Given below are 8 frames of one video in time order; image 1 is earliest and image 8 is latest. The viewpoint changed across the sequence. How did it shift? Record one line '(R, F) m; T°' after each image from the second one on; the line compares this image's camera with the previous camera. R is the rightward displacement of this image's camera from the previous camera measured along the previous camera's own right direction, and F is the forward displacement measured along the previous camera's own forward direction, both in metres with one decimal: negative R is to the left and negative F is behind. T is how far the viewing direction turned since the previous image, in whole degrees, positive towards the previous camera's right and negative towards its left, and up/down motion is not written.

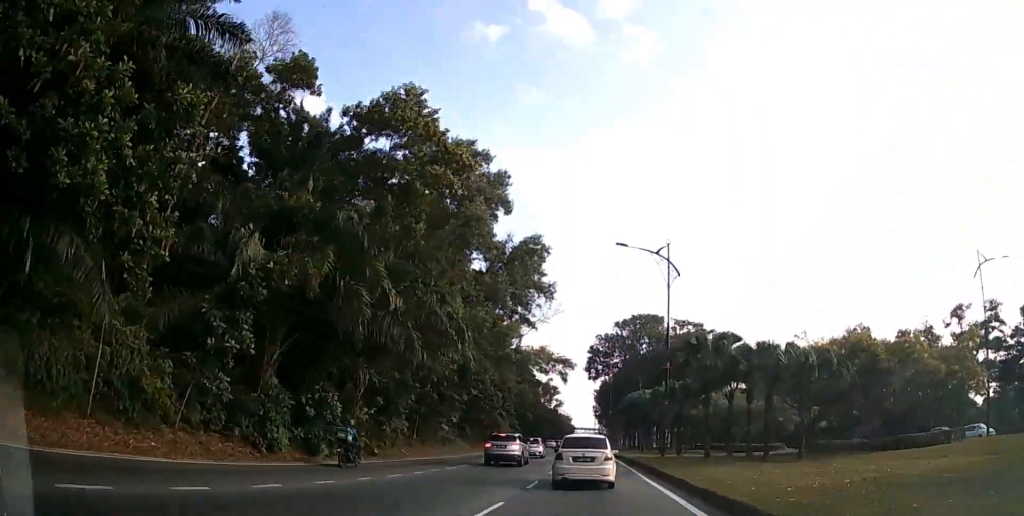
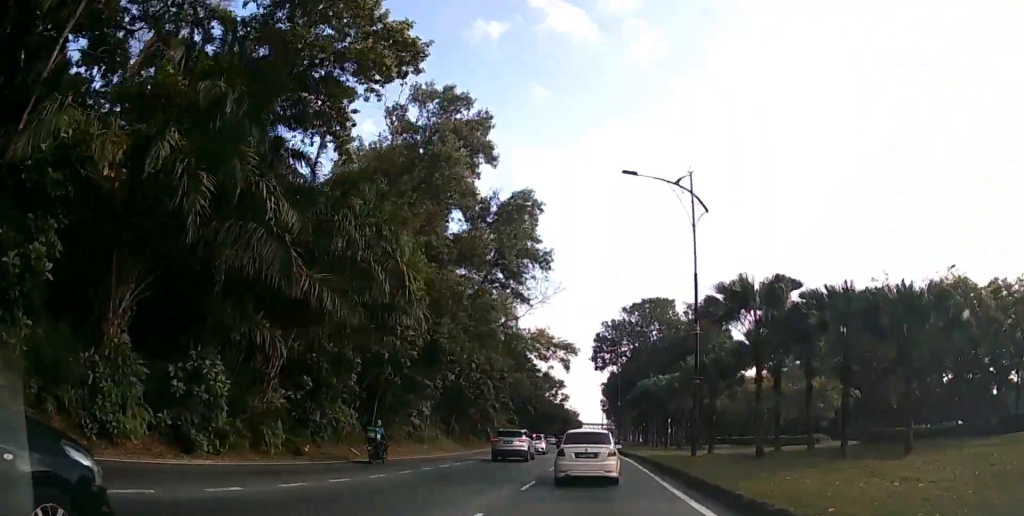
(-0.1, +9.1) m; -1°
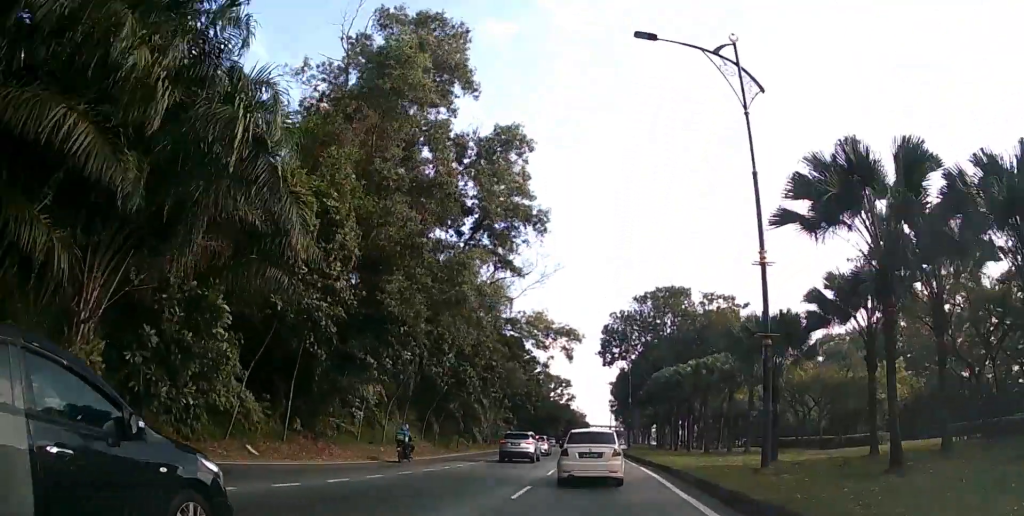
(0.0, +9.8) m; -1°
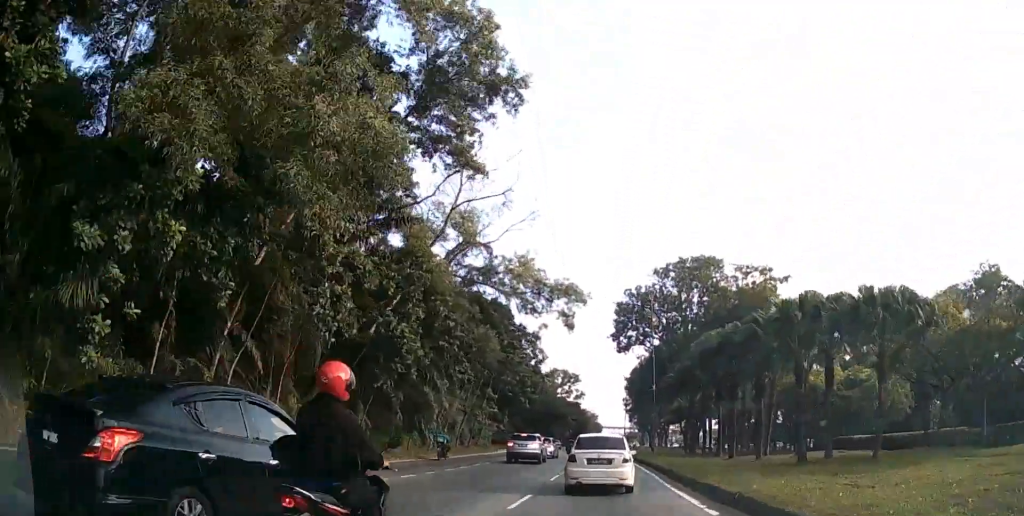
(-0.2, +16.1) m; -1°
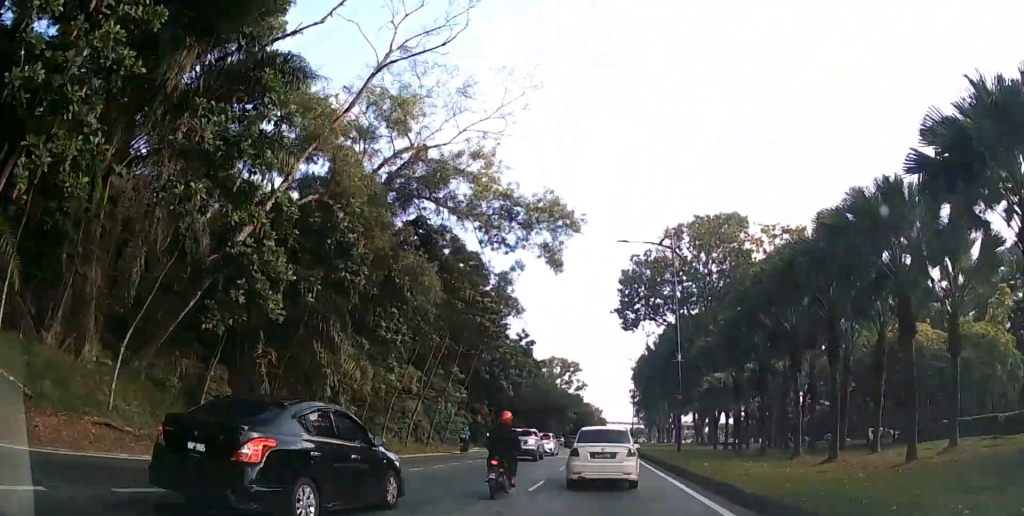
(-0.1, +13.2) m; -1°
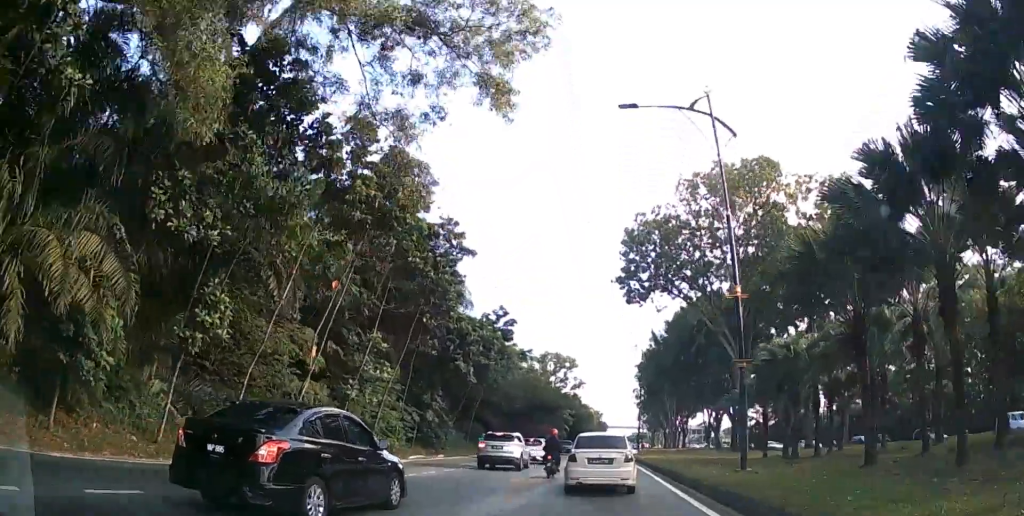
(-0.1, +14.8) m; 0°
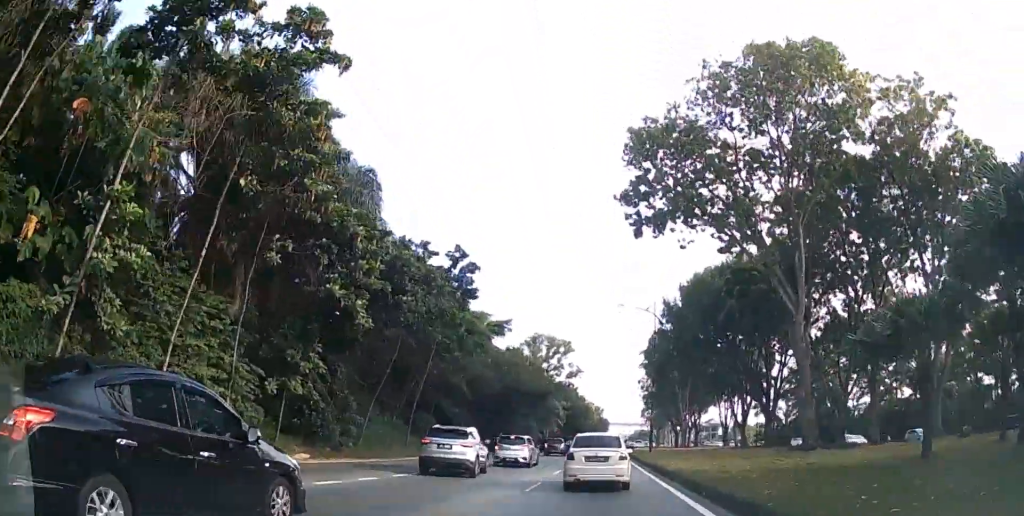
(0.0, +16.4) m; 0°
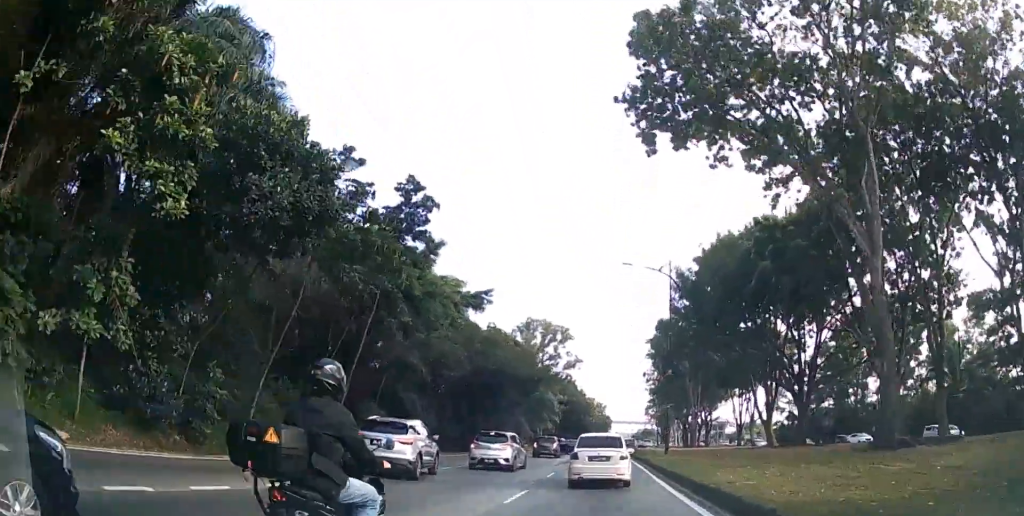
(0.0, +10.9) m; 0°
